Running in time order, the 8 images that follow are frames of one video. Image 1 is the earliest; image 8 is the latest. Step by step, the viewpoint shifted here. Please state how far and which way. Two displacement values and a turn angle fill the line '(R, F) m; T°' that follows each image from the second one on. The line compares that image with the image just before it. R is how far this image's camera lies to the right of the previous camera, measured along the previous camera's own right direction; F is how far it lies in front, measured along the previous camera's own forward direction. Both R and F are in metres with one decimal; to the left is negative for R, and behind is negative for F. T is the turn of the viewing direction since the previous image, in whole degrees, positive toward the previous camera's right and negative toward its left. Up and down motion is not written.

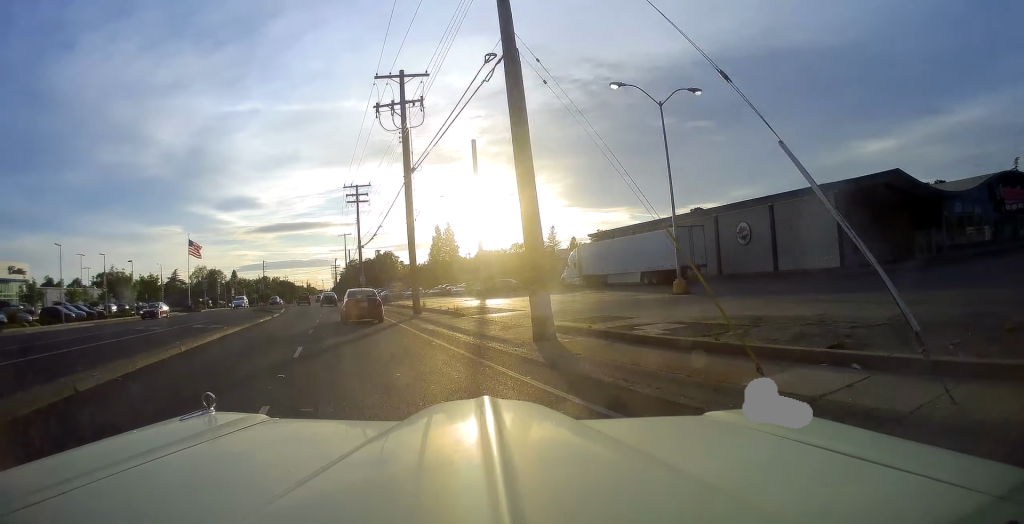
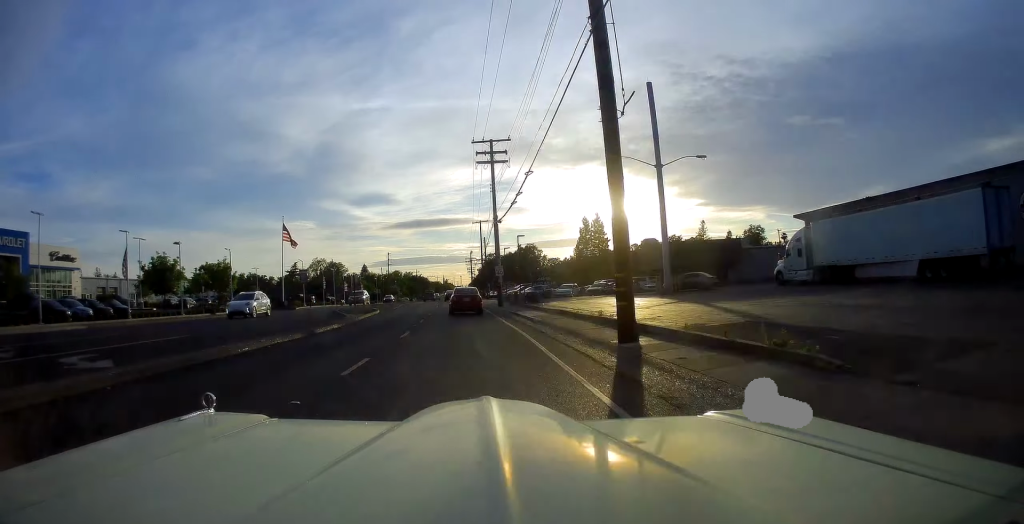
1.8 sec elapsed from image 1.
(-5.2, +17.1) m; -21°
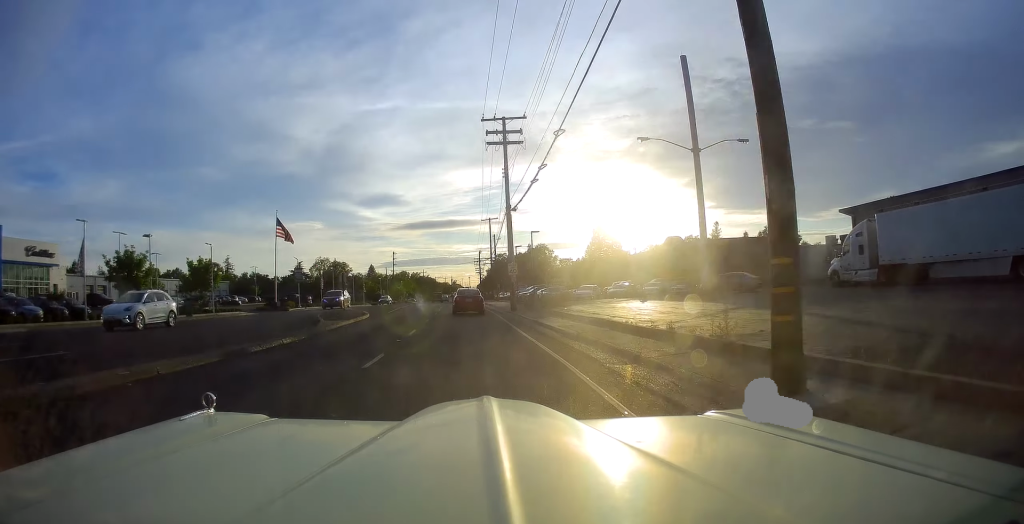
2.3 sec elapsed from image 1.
(+0.4, +6.8) m; +3°
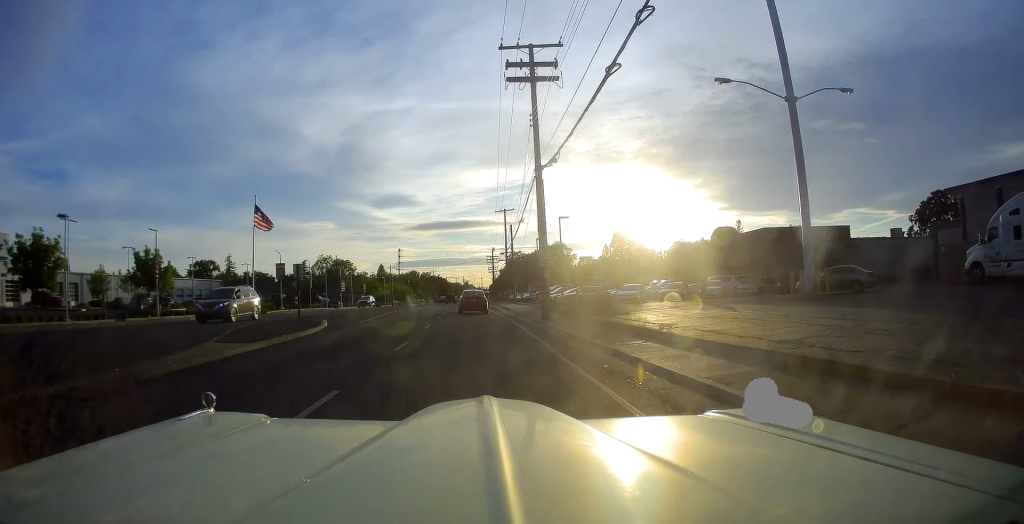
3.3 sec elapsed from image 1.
(+0.3, +13.0) m; -1°
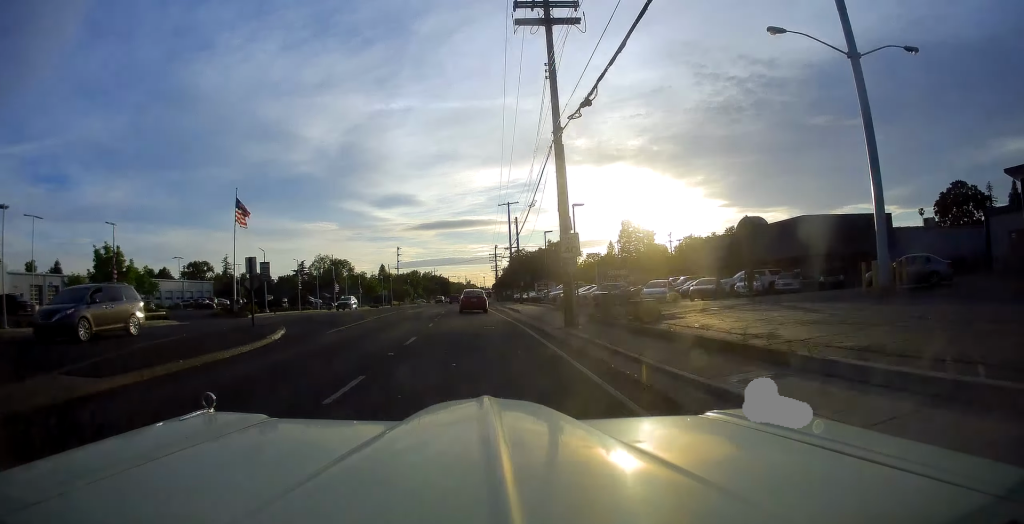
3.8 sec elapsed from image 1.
(-0.1, +6.4) m; 0°
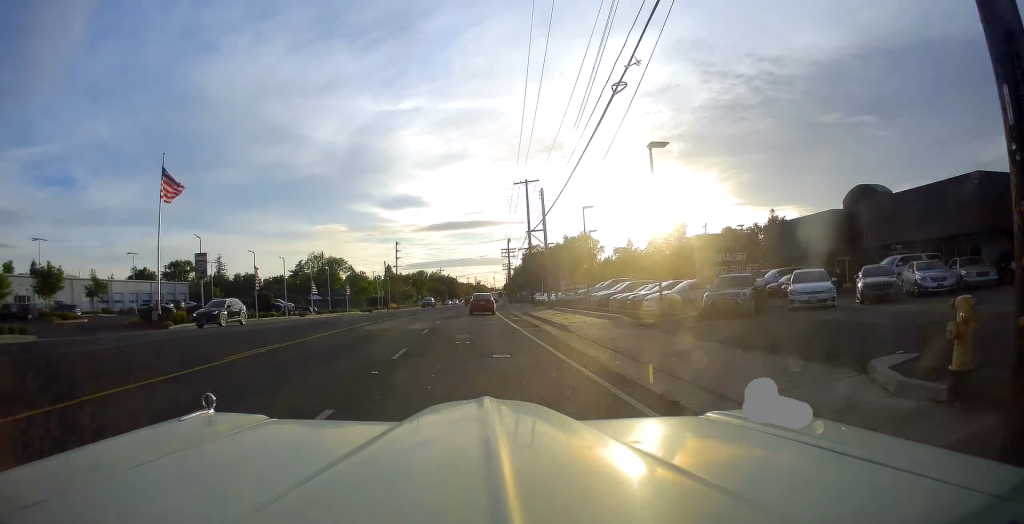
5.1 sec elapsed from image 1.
(-0.1, +18.2) m; 0°
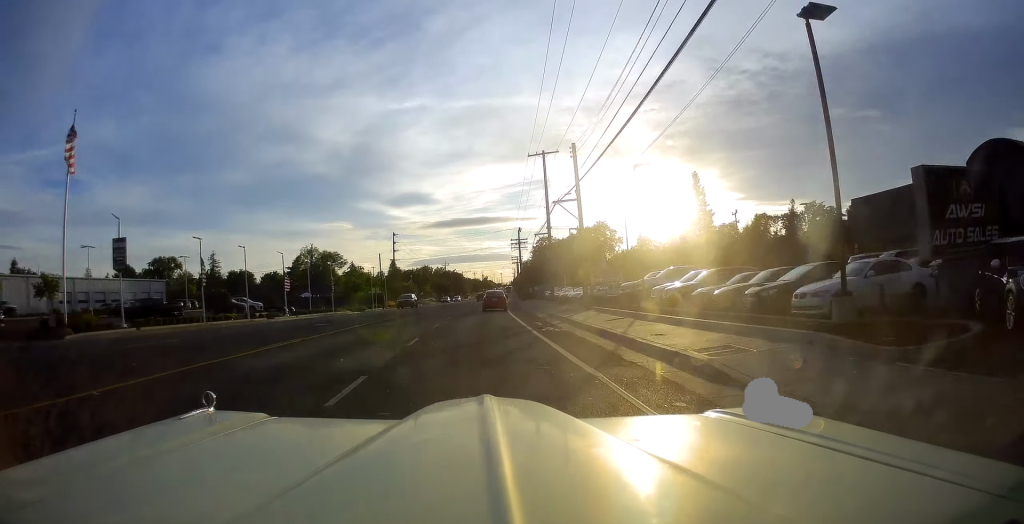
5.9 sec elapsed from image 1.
(0.0, +13.1) m; -1°
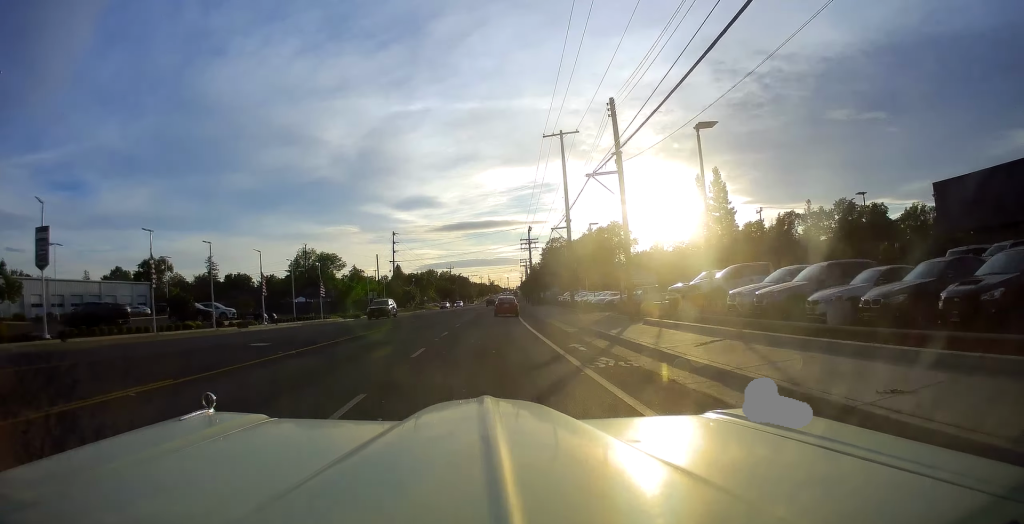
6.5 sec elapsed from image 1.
(-0.2, +8.3) m; -1°
